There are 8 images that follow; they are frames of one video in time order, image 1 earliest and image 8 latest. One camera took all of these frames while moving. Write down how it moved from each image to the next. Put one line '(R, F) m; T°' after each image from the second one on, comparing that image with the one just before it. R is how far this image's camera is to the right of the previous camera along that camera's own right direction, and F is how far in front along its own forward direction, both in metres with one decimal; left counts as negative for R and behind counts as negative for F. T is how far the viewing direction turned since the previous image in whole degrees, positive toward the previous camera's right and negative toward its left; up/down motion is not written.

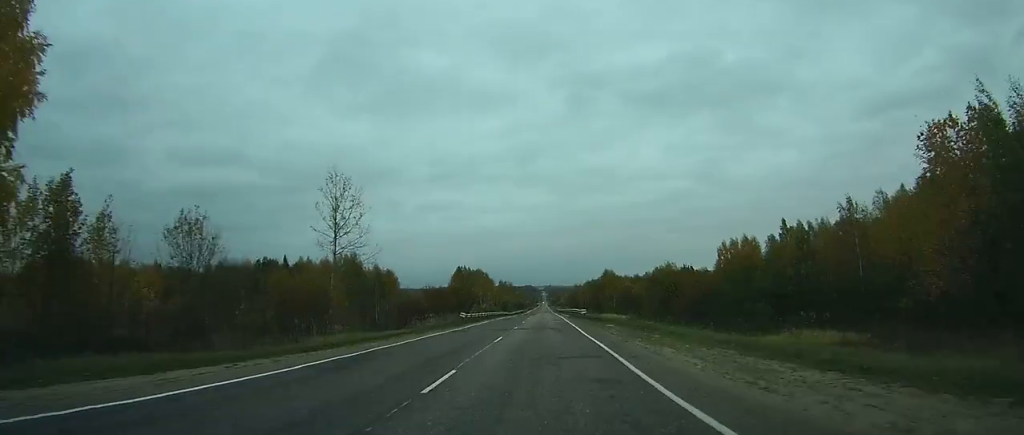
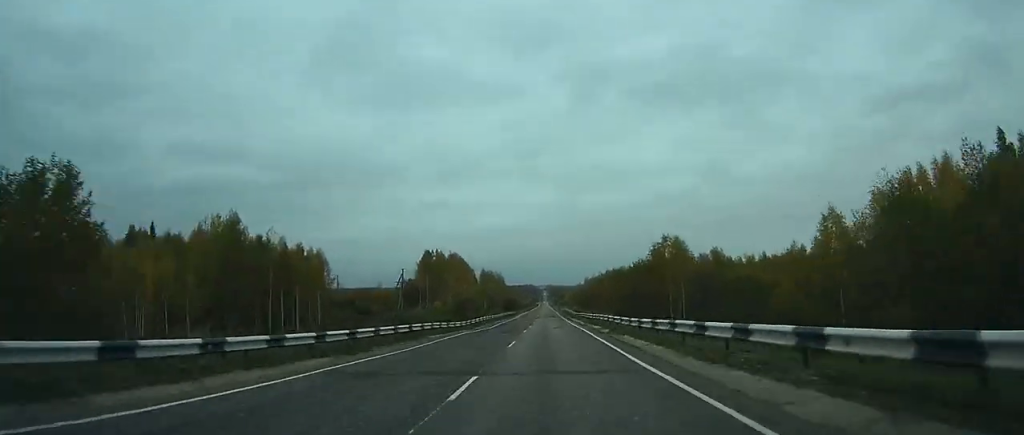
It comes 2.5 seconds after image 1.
(0.0, +71.2) m; 0°
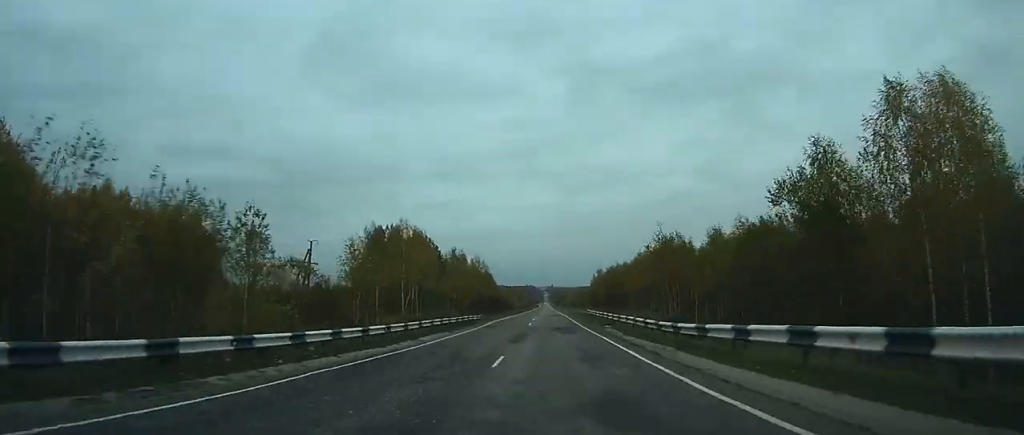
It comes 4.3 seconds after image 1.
(+0.1, +58.0) m; 0°
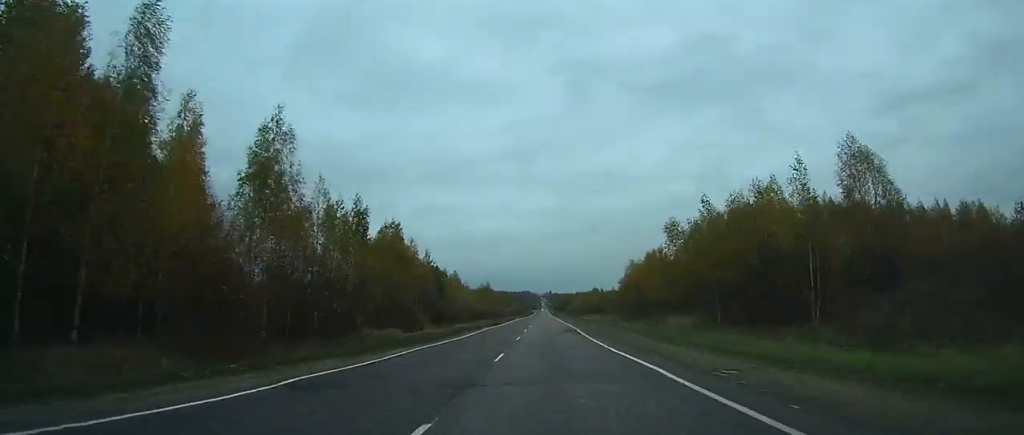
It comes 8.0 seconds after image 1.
(-0.1, +112.9) m; 0°
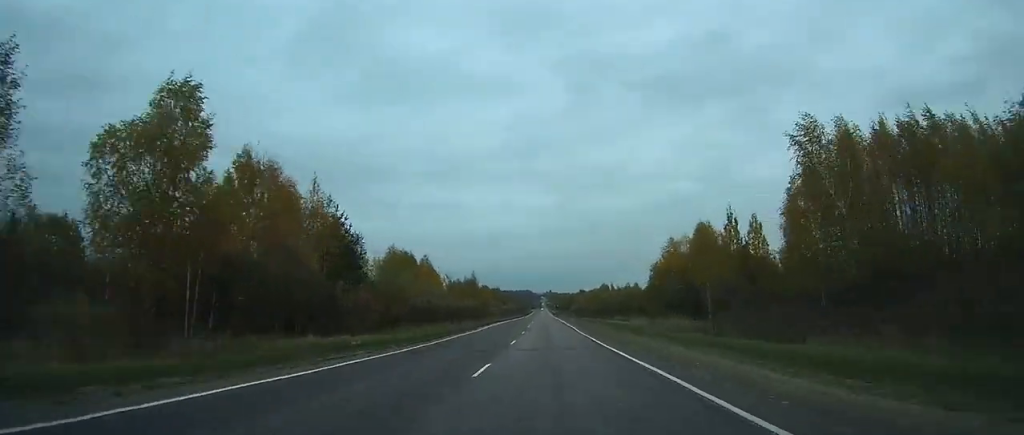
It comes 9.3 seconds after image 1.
(0.0, +39.6) m; 0°
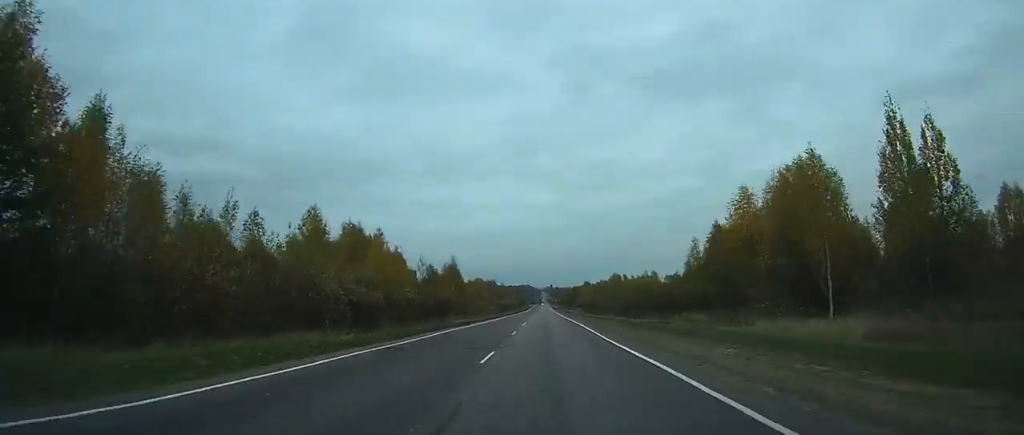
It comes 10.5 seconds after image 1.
(0.0, +33.8) m; 0°
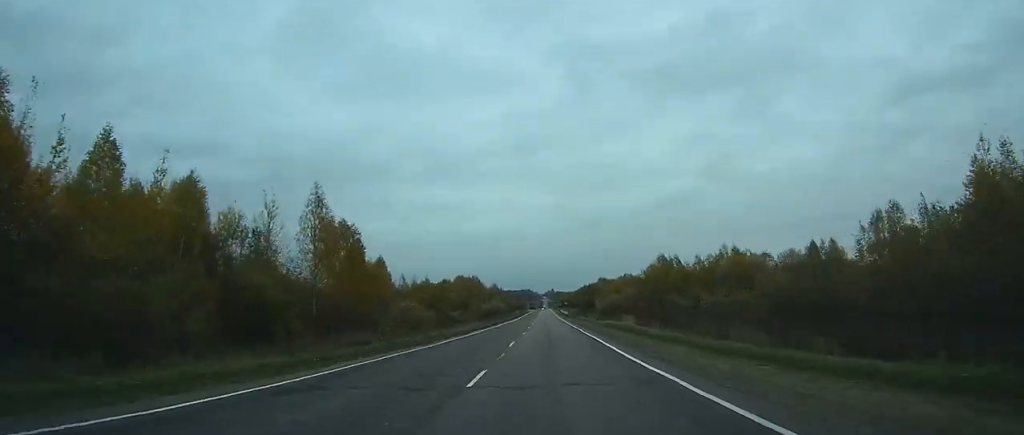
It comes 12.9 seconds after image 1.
(0.0, +74.3) m; 0°
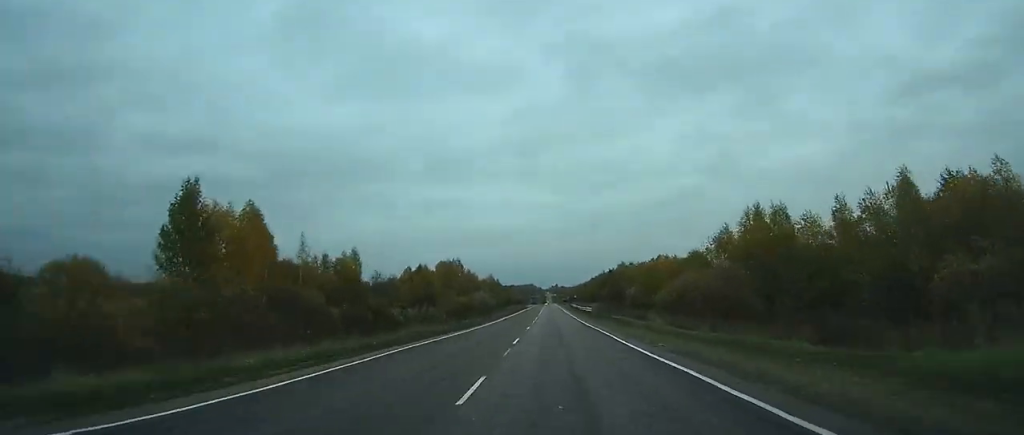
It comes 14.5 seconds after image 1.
(+0.1, +51.8) m; 0°
